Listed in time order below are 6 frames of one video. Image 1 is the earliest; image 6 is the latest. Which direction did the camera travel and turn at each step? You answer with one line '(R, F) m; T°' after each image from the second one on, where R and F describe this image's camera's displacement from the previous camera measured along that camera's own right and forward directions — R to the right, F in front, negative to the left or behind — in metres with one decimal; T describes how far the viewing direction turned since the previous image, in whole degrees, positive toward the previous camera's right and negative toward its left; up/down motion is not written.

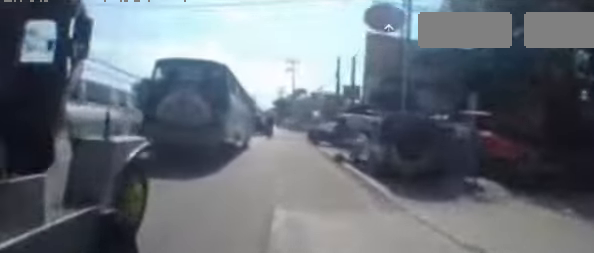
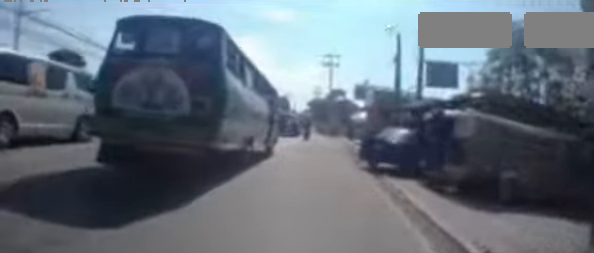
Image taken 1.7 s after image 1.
(+0.1, +9.9) m; -4°
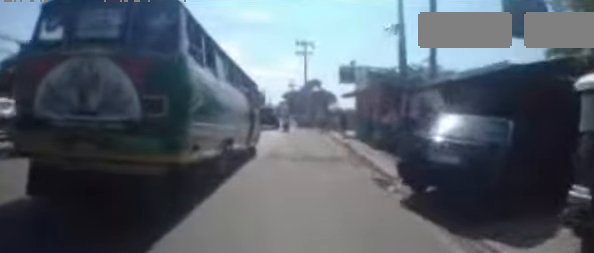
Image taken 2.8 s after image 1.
(-0.1, +5.4) m; -1°
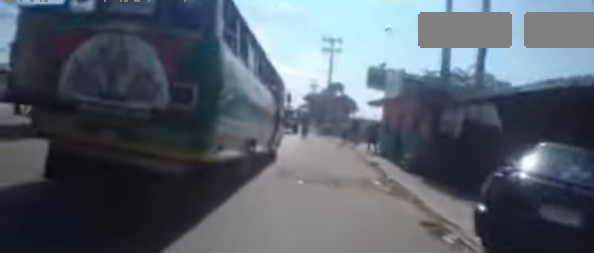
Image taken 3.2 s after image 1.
(0.0, +1.8) m; 0°
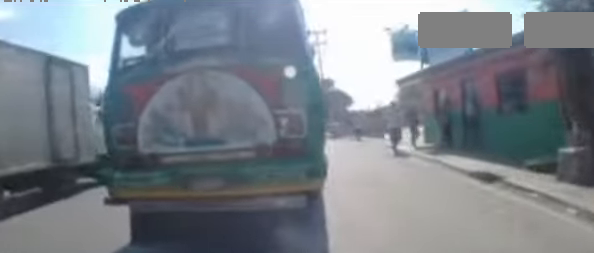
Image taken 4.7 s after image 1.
(-0.1, +5.9) m; -7°
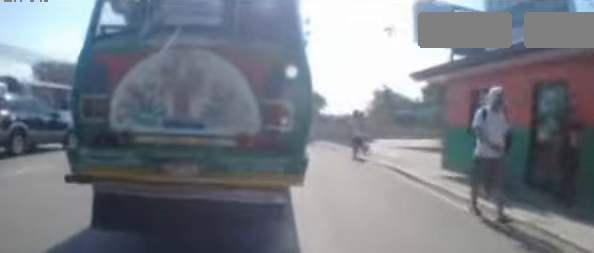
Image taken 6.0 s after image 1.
(-0.1, +4.5) m; +9°
